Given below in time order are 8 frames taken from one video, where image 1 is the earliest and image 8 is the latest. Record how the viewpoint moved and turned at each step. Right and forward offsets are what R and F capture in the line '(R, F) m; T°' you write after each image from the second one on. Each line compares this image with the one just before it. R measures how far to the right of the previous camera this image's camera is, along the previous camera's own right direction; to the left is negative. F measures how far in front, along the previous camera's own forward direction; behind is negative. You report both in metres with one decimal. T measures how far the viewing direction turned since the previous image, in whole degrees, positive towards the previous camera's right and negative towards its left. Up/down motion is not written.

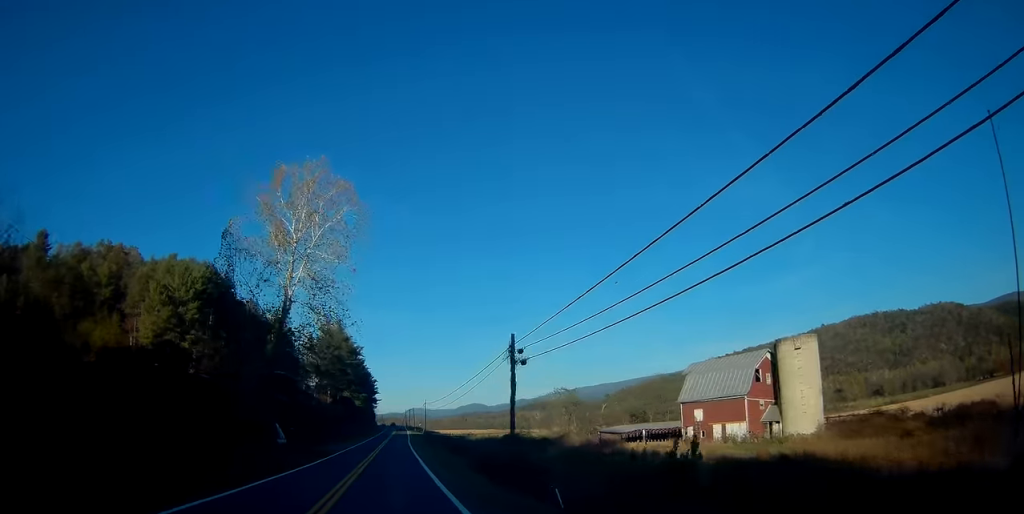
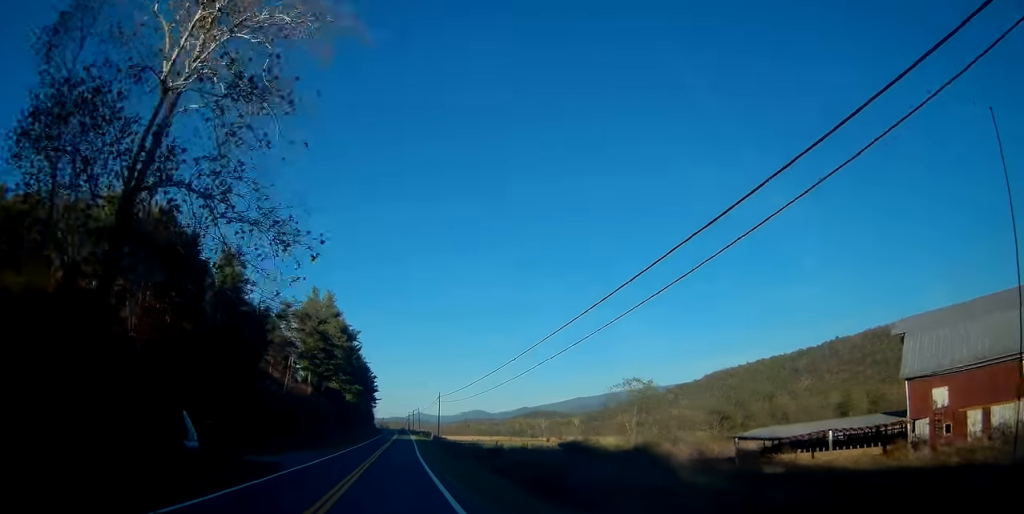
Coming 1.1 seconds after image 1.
(-0.1, +28.7) m; -1°
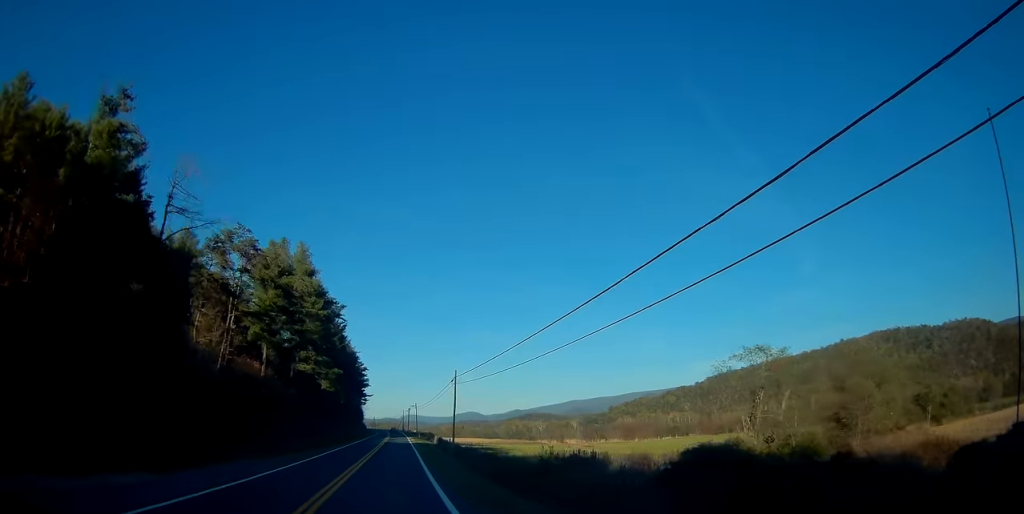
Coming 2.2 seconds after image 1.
(-0.1, +26.4) m; 0°
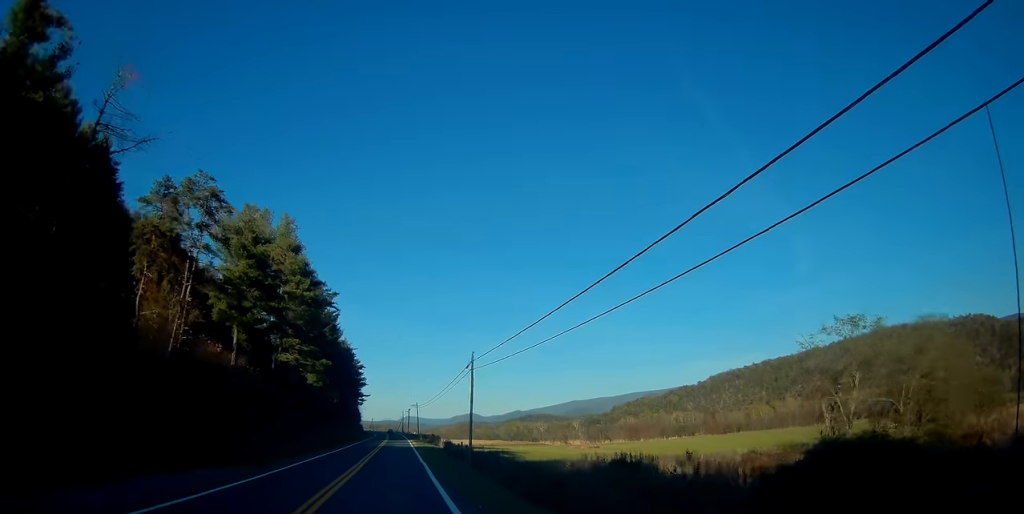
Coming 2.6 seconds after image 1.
(0.0, +11.1) m; 0°
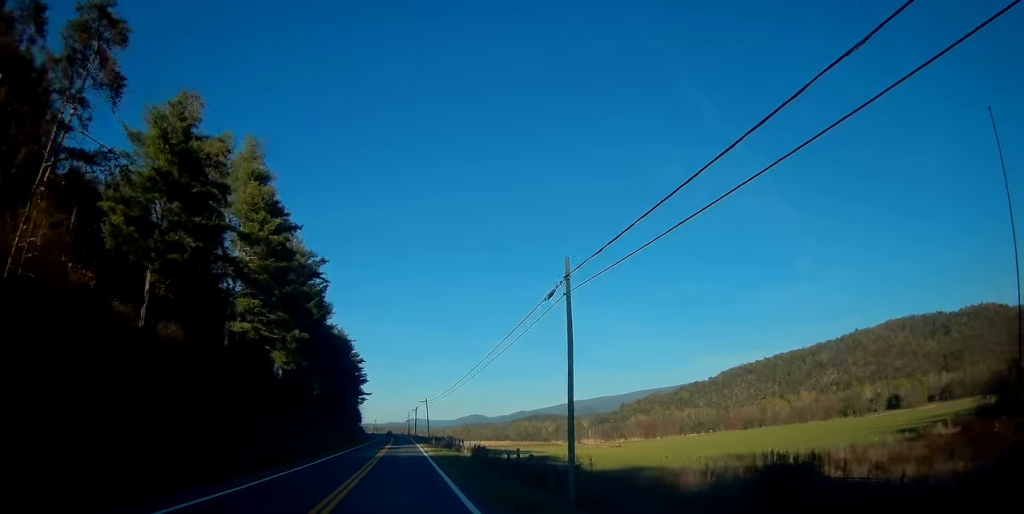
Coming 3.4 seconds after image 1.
(+0.3, +19.6) m; 0°
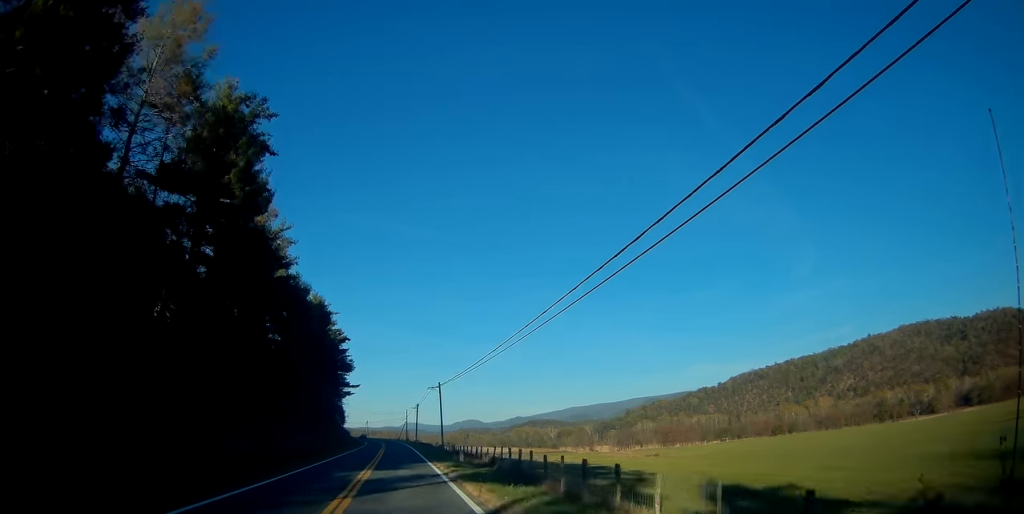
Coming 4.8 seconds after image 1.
(-0.1, +36.5) m; 0°
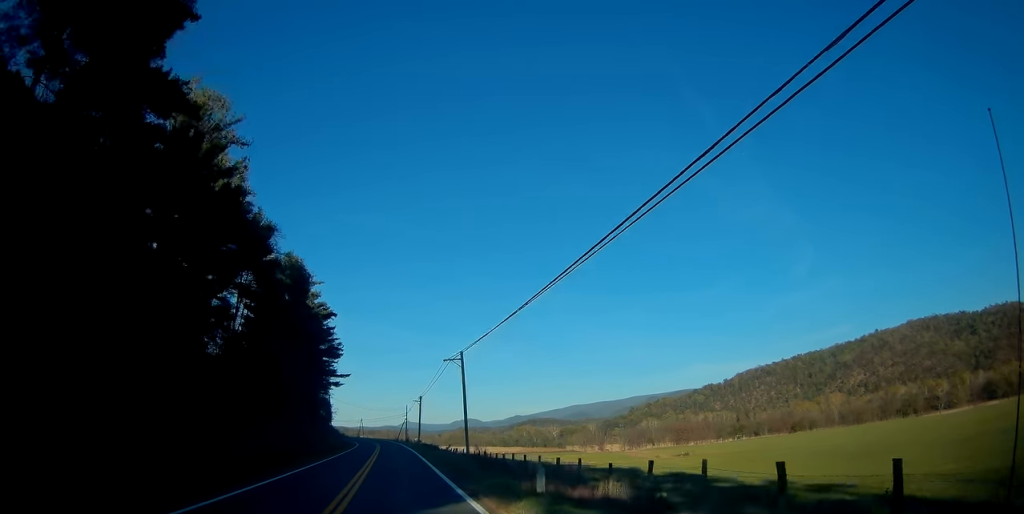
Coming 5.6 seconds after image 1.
(+0.1, +21.2) m; 0°
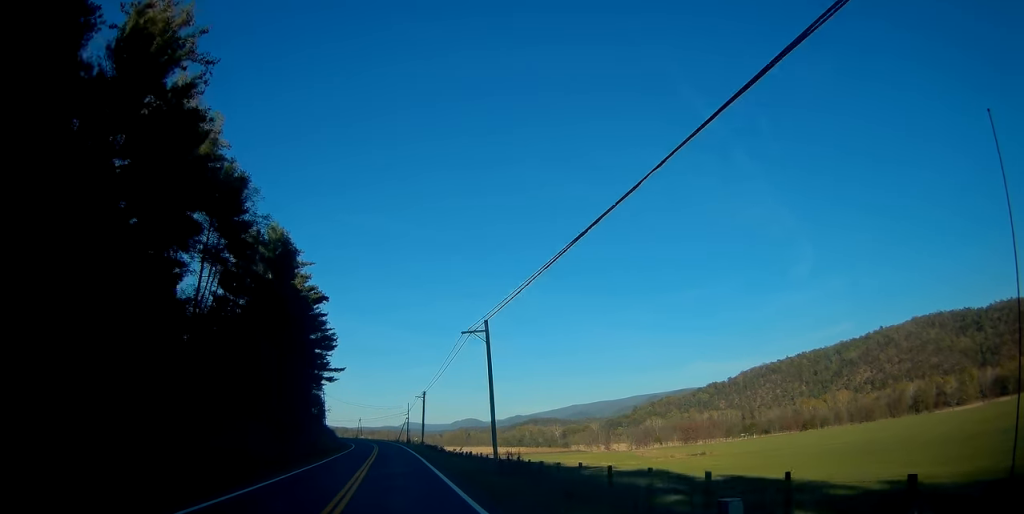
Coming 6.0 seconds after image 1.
(-0.1, +10.1) m; 0°
